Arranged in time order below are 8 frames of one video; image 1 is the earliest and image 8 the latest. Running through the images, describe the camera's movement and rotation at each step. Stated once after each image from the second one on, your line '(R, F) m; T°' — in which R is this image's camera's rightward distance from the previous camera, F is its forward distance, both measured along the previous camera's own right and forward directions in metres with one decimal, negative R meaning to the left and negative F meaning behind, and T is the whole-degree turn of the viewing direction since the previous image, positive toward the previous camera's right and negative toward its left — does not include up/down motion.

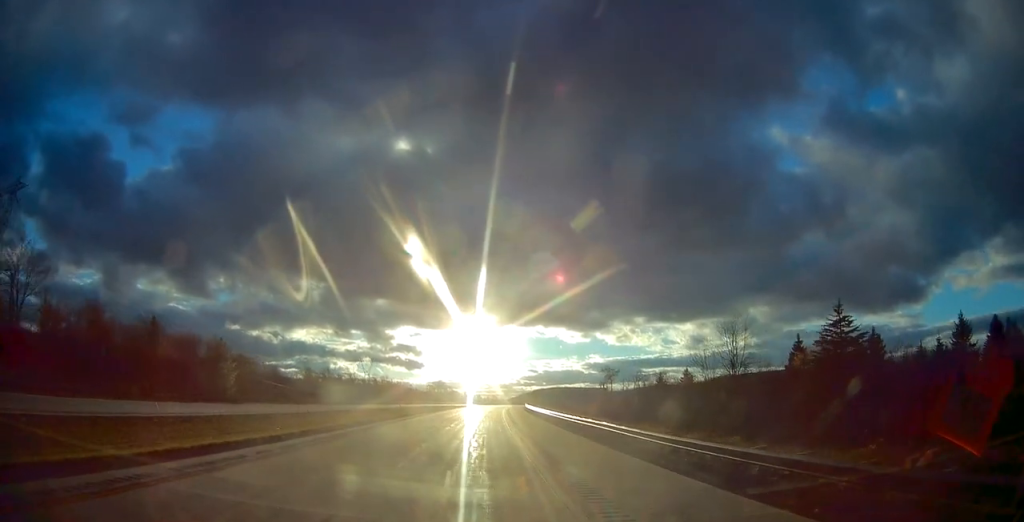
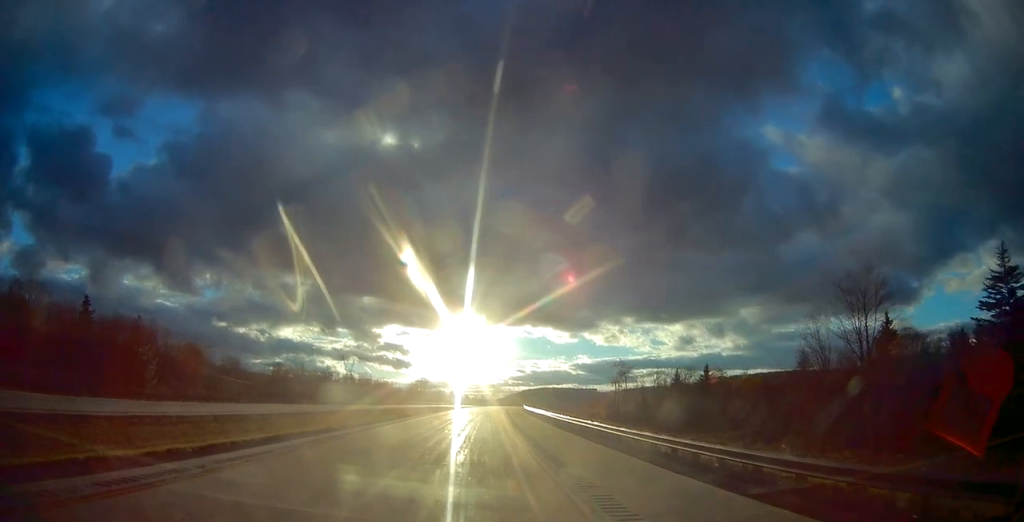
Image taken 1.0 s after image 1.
(+0.1, +29.8) m; +1°
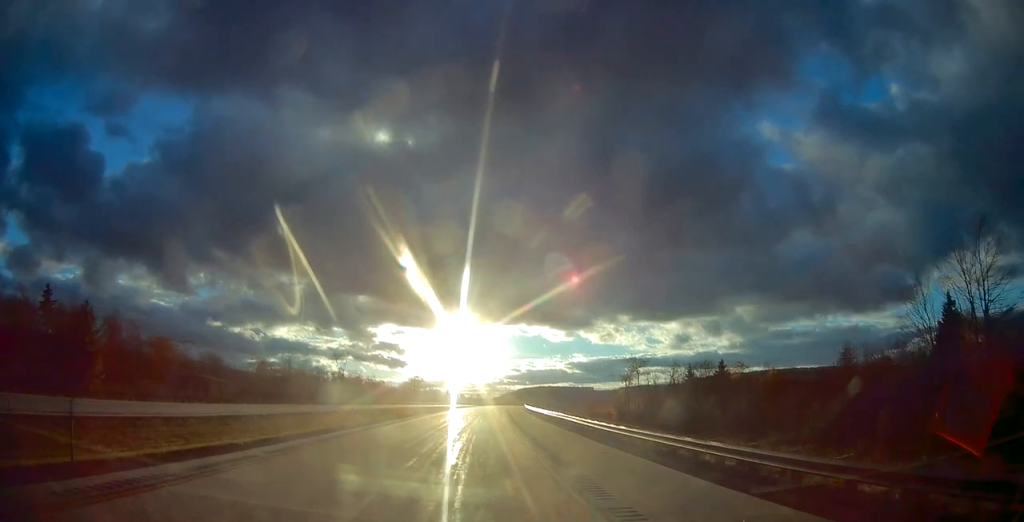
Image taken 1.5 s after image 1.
(-0.1, +14.9) m; 0°
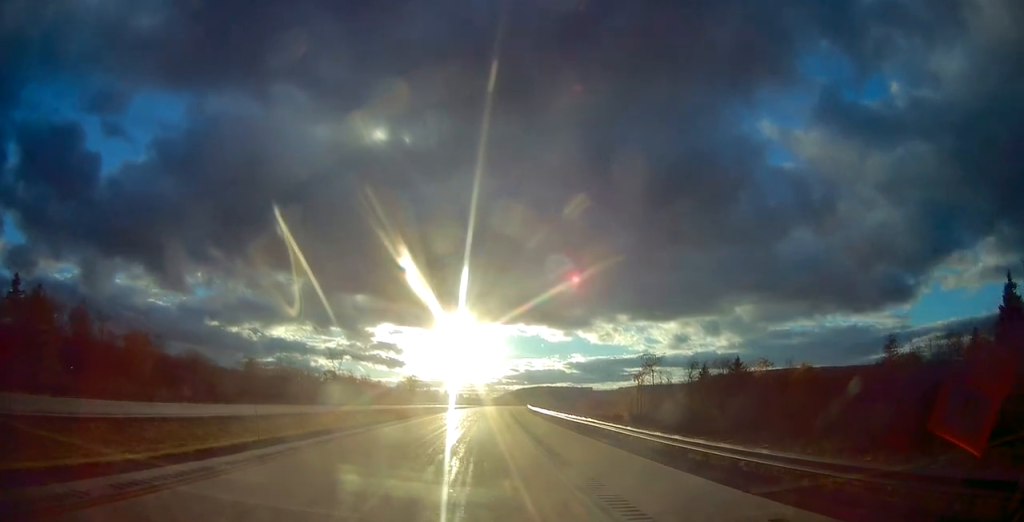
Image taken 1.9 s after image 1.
(+0.1, +12.0) m; 0°
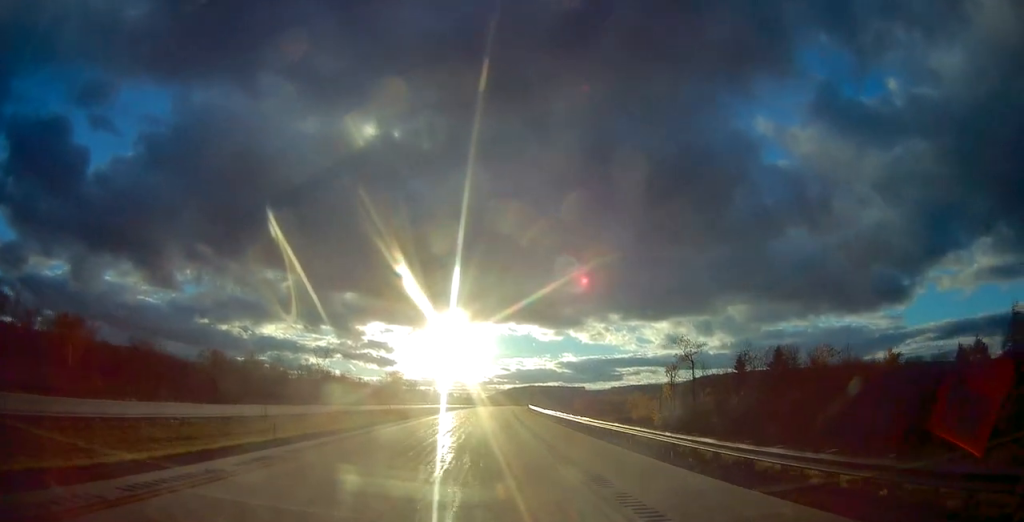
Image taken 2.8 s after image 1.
(+0.1, +27.1) m; +1°
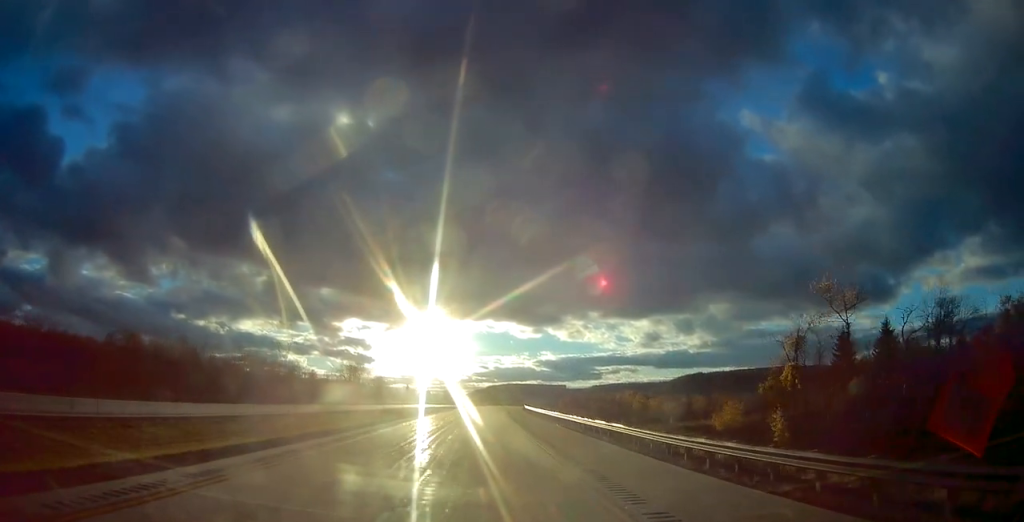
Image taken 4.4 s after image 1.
(+0.9, +47.1) m; +2°
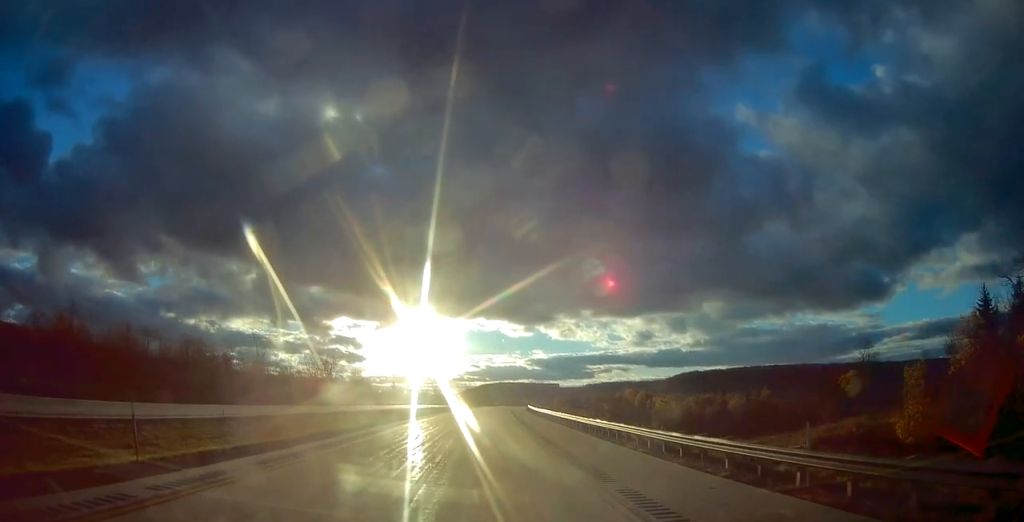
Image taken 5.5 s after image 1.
(+0.2, +33.3) m; +1°
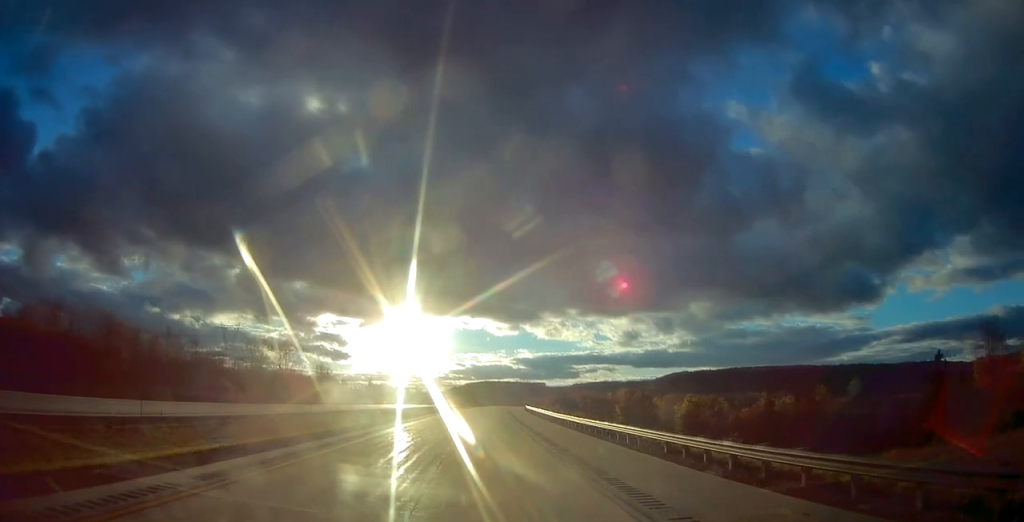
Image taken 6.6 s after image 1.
(+0.6, +34.6) m; +1°
